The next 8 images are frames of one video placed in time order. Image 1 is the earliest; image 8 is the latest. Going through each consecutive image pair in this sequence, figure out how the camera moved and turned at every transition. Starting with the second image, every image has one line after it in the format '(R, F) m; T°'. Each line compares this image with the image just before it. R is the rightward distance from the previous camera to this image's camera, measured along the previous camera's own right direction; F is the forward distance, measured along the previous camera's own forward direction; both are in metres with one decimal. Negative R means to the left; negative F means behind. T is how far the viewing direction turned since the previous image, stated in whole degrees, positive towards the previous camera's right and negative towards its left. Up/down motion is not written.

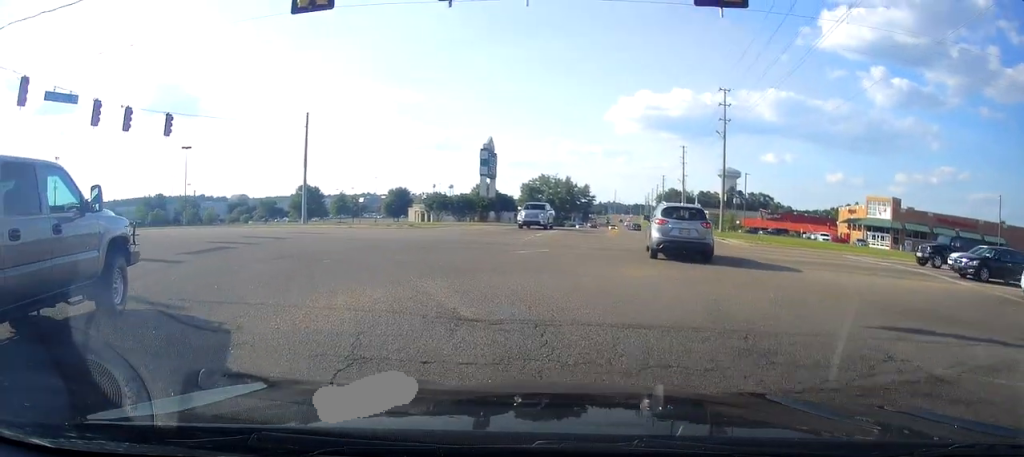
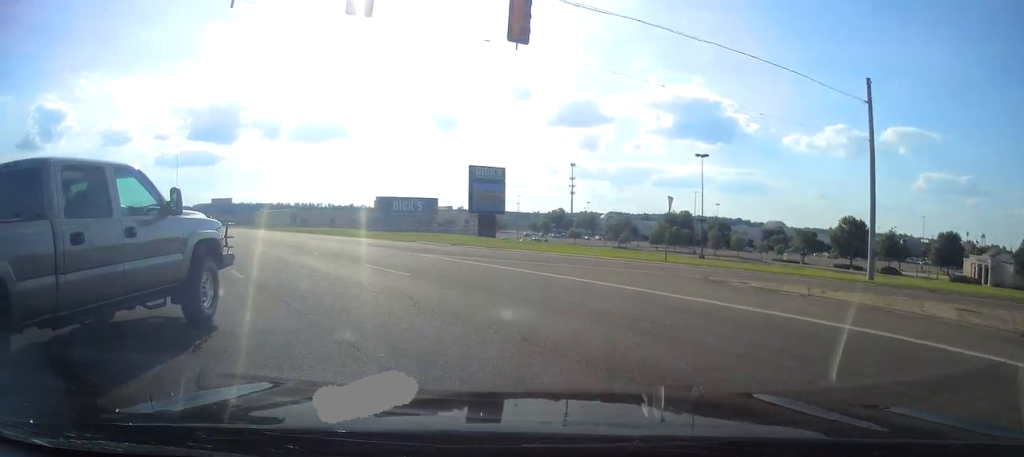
(-6.9, +22.0) m; -40°
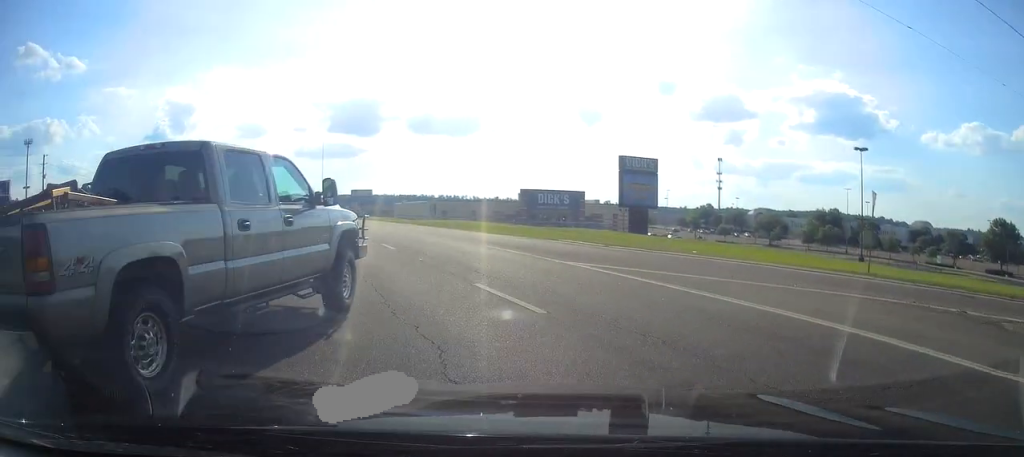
(-0.4, +6.1) m; -13°
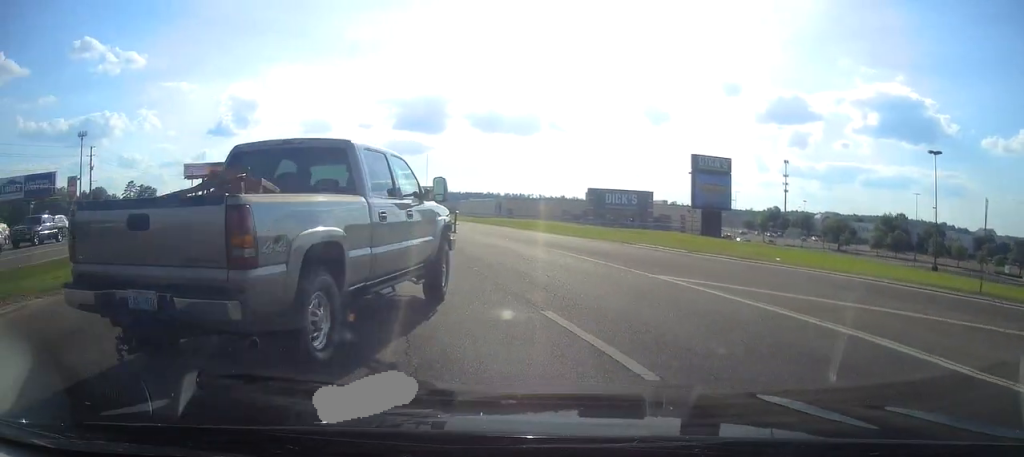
(-0.6, +3.5) m; -8°
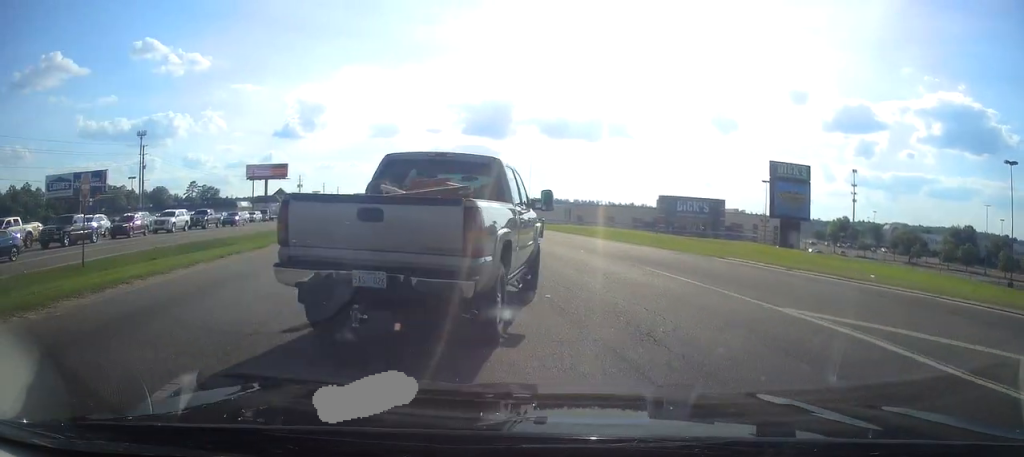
(-0.2, +4.1) m; -9°
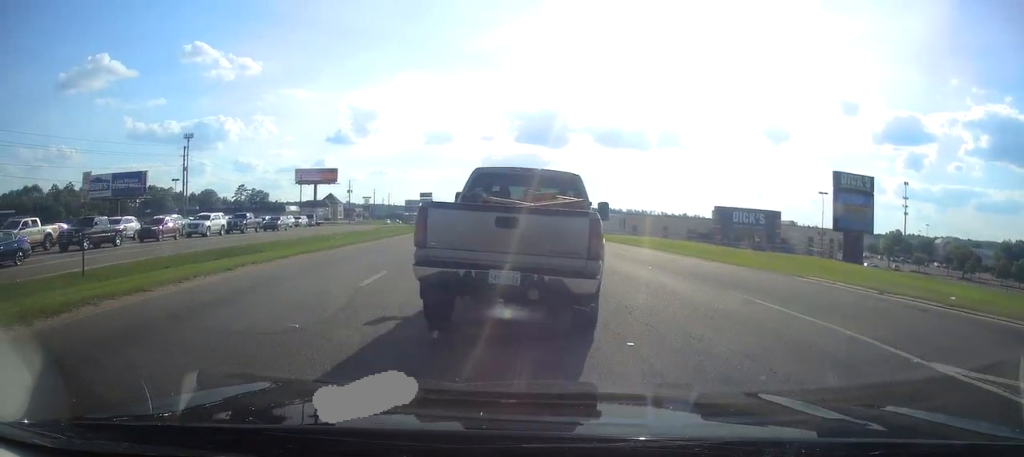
(-0.4, +3.0) m; -6°
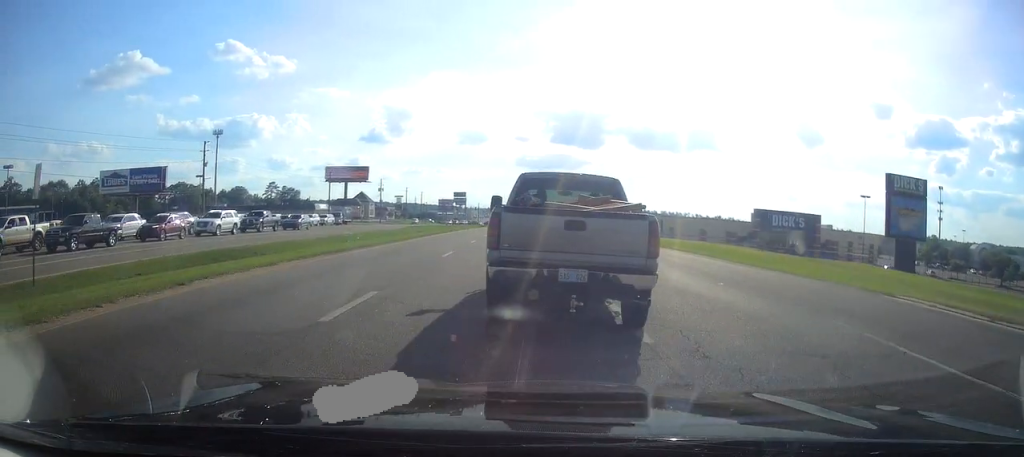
(-0.2, +3.7) m; -7°
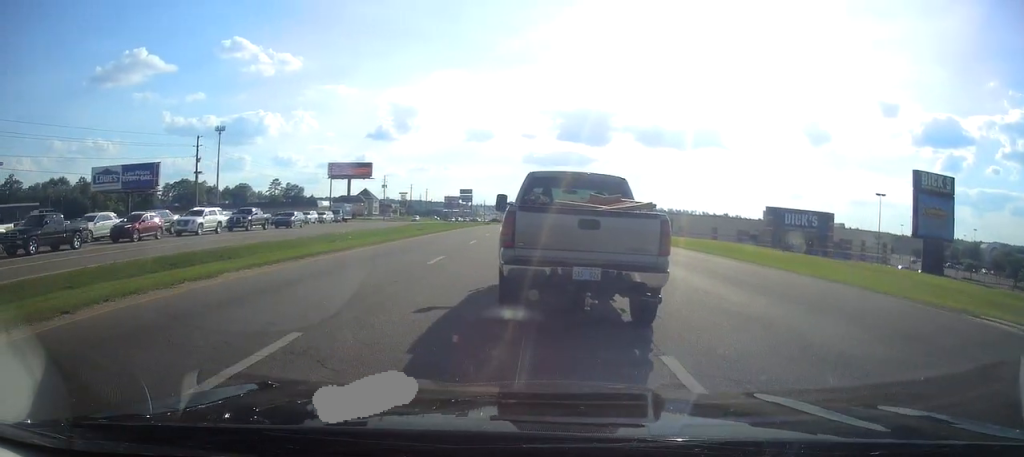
(-0.3, +3.4) m; -2°
